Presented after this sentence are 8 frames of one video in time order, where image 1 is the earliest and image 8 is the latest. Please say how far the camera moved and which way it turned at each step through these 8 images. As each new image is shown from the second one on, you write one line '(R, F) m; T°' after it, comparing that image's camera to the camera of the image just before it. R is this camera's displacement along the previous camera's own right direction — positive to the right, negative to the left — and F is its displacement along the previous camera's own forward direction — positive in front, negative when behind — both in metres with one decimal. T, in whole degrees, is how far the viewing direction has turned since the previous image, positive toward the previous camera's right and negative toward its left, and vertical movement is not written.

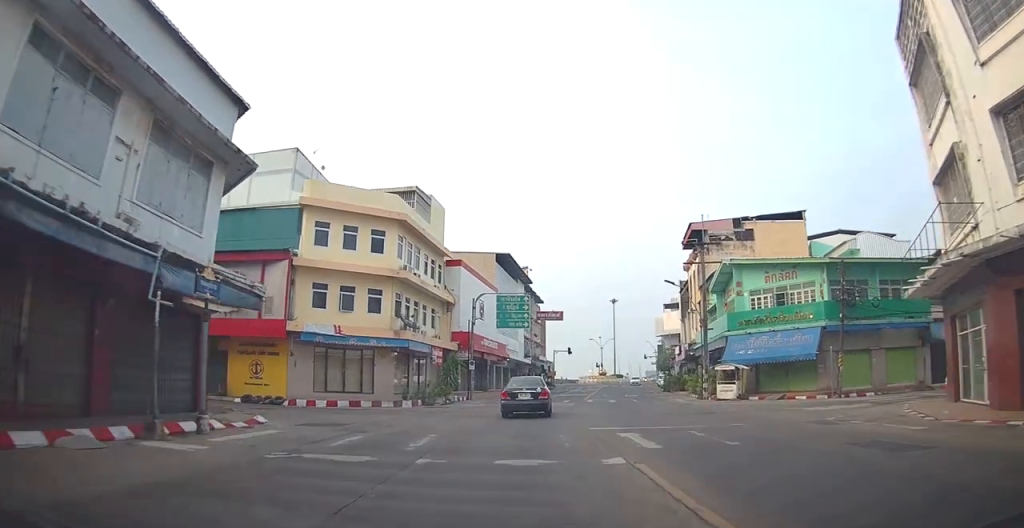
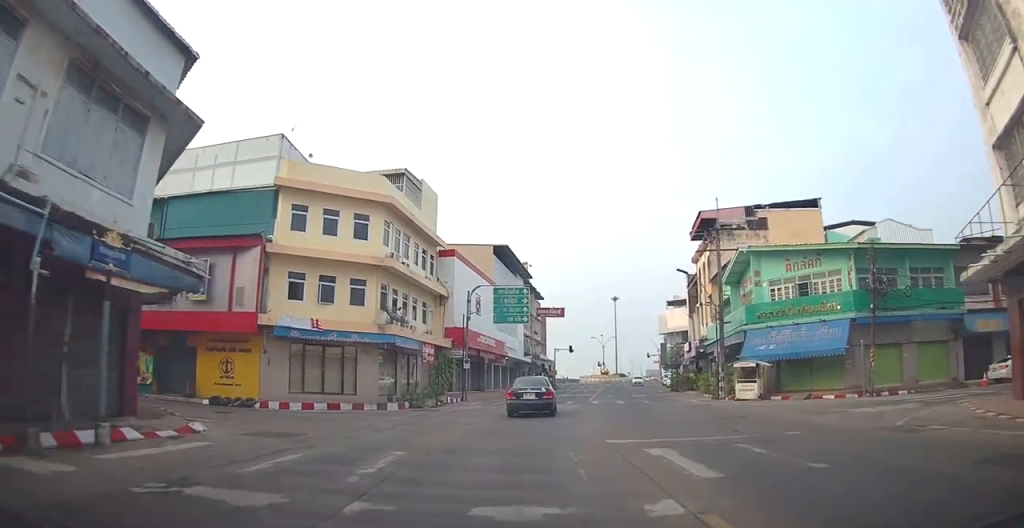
(0.0, +3.6) m; +1°
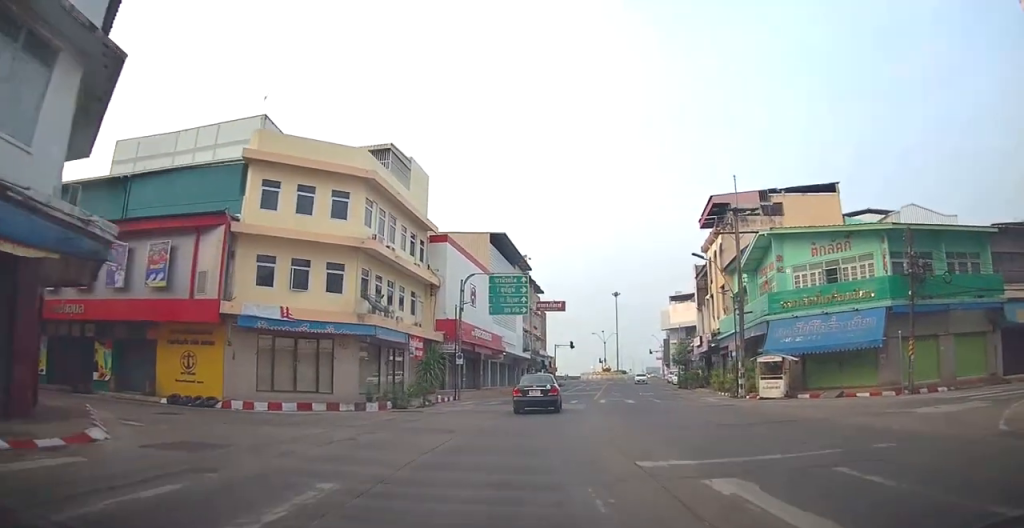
(-0.1, +3.7) m; +2°
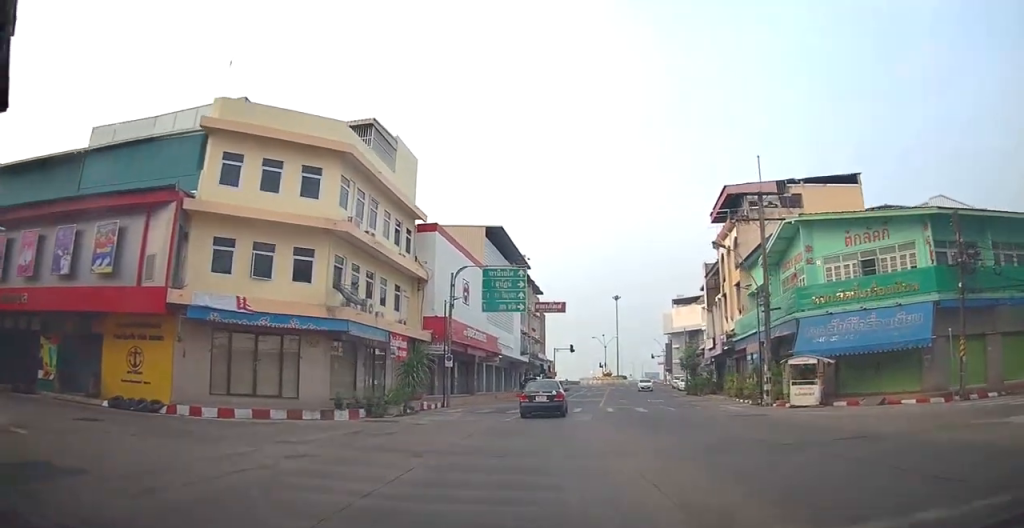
(0.0, +3.9) m; +3°
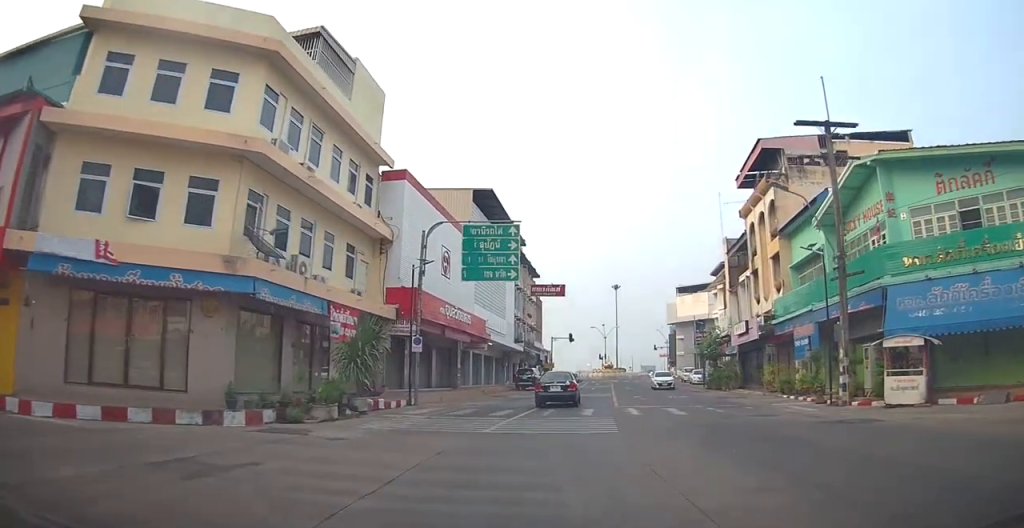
(+0.6, +7.5) m; +5°
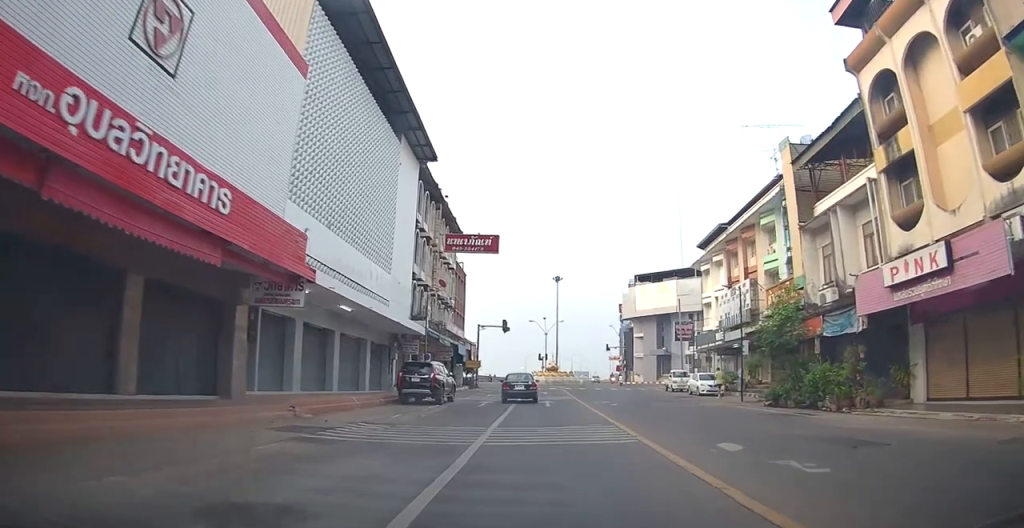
(+0.2, +22.2) m; +1°
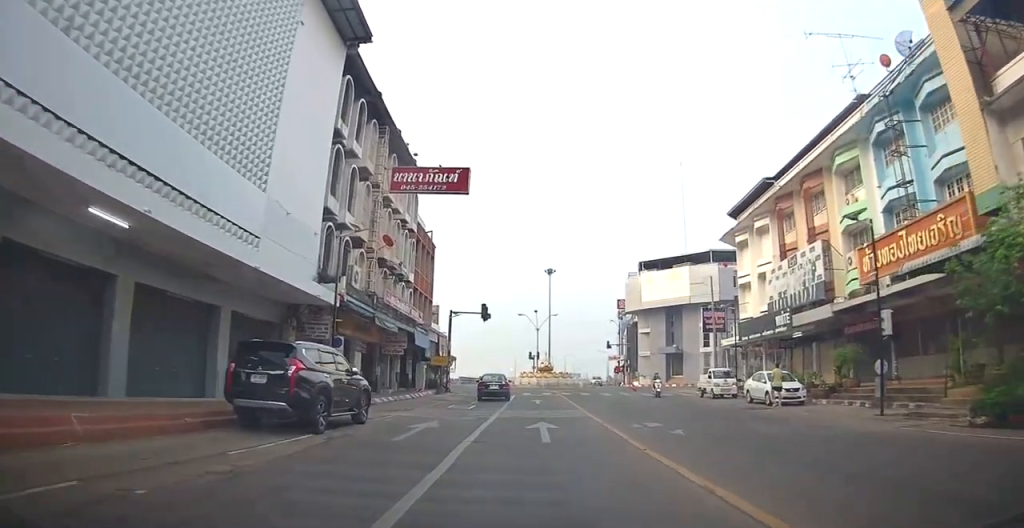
(0.0, +12.7) m; -2°
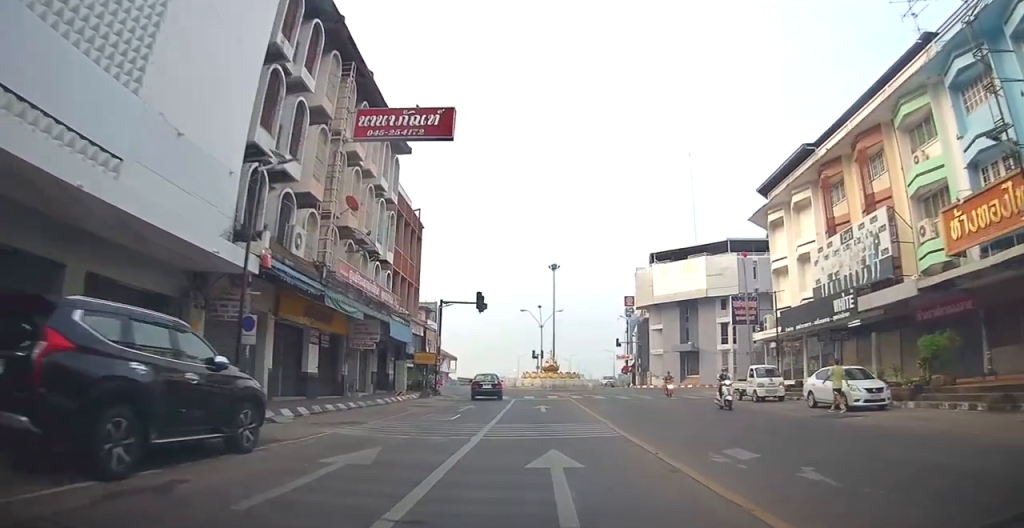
(+0.2, +6.0) m; -3°
